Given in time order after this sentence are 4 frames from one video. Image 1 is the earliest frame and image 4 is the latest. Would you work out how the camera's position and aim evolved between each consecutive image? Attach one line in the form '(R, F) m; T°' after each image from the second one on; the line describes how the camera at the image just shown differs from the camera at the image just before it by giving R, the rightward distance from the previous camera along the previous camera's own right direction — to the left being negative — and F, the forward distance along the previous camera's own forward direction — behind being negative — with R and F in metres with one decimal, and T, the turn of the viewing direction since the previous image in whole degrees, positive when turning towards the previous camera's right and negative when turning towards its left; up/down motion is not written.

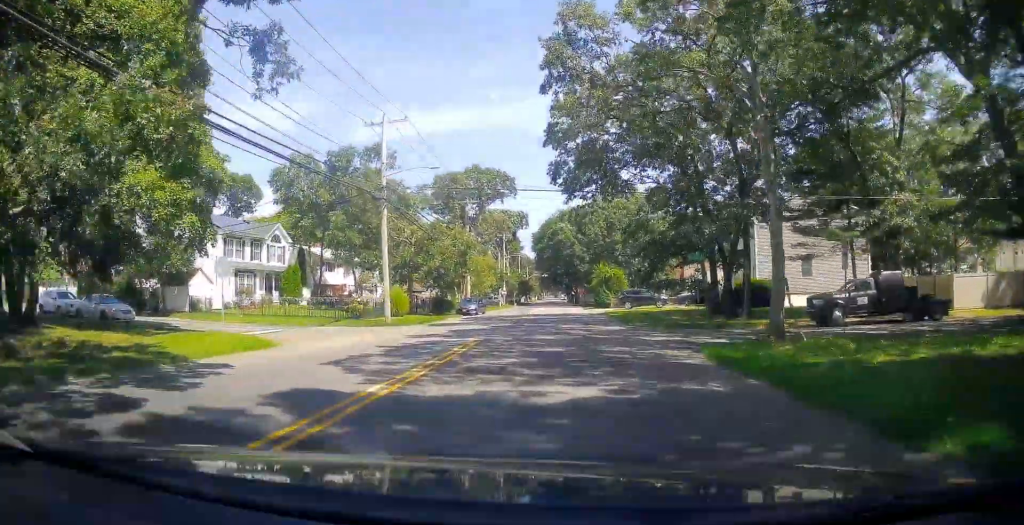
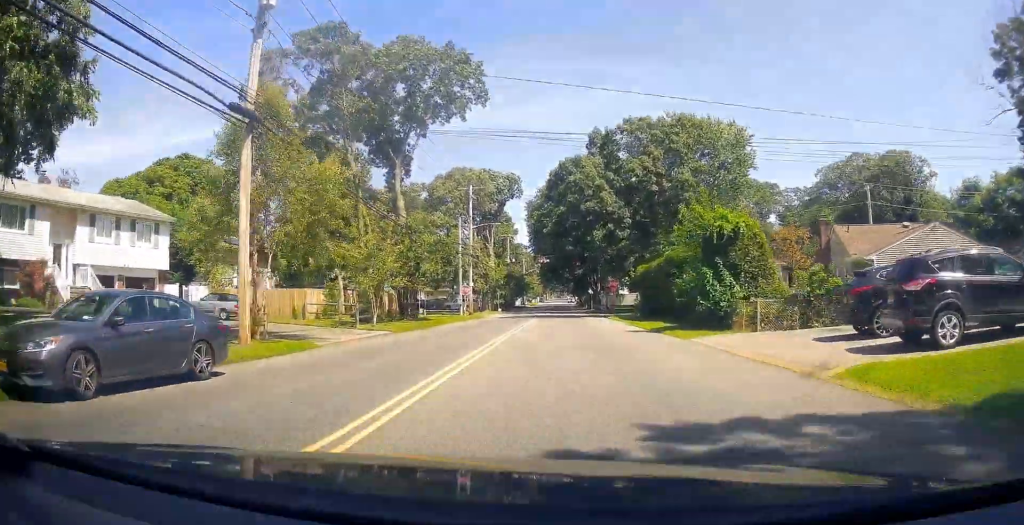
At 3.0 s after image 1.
(-8.8, +42.2) m; -21°
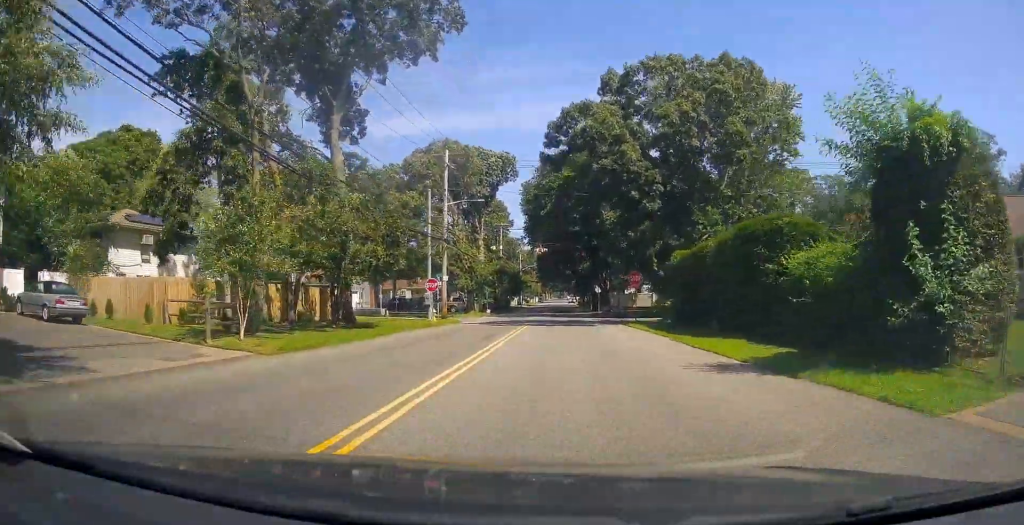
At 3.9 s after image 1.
(+1.3, +12.7) m; +6°
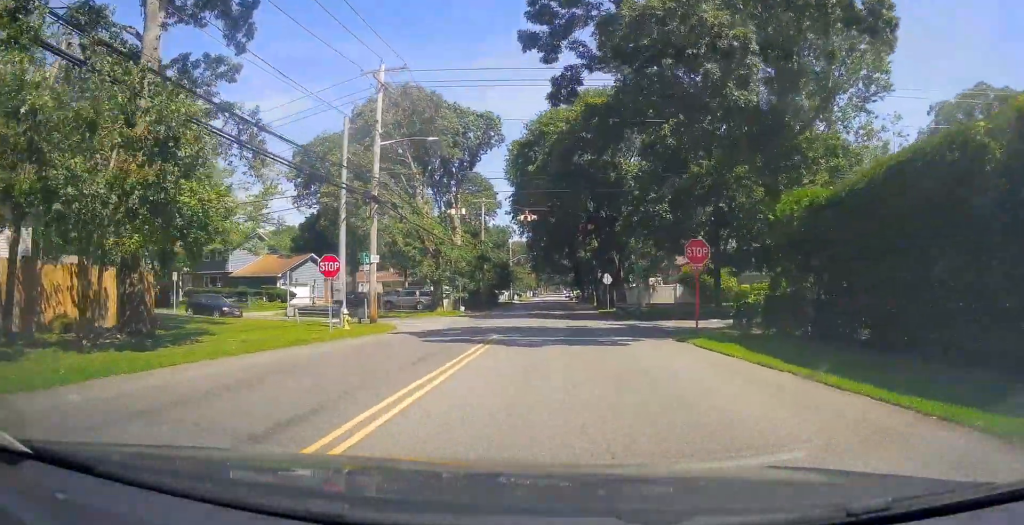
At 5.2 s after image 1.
(+0.1, +15.9) m; 0°
